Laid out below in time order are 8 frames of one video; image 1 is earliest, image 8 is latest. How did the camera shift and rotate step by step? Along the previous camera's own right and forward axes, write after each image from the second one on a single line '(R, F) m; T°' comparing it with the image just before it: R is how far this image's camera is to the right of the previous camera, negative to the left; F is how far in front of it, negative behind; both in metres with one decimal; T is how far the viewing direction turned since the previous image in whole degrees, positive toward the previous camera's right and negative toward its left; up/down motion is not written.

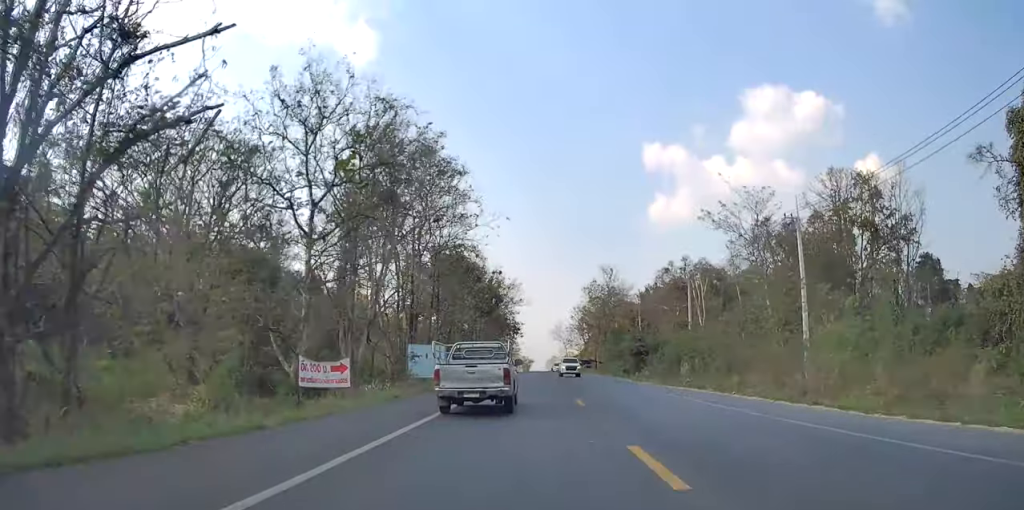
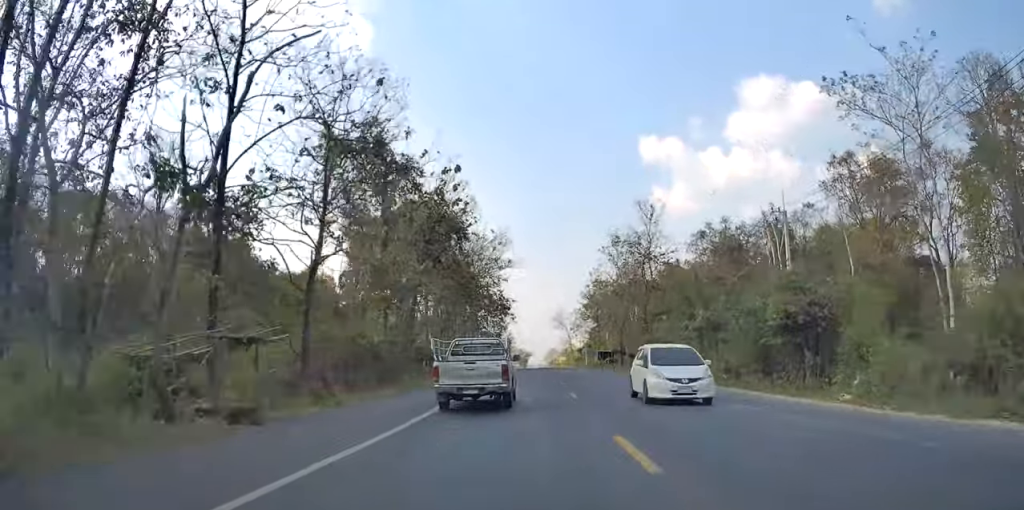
(0.0, +35.1) m; 0°
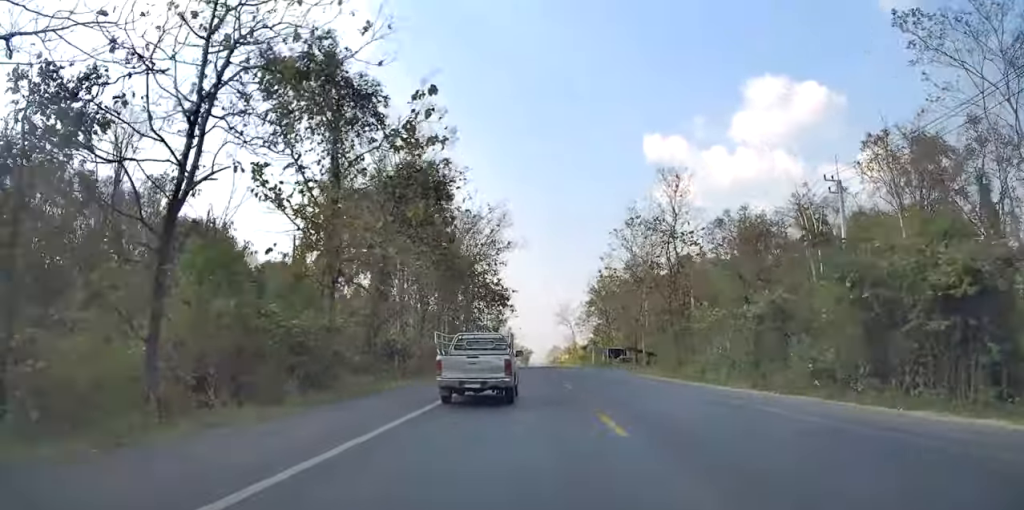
(0.0, +9.8) m; 0°
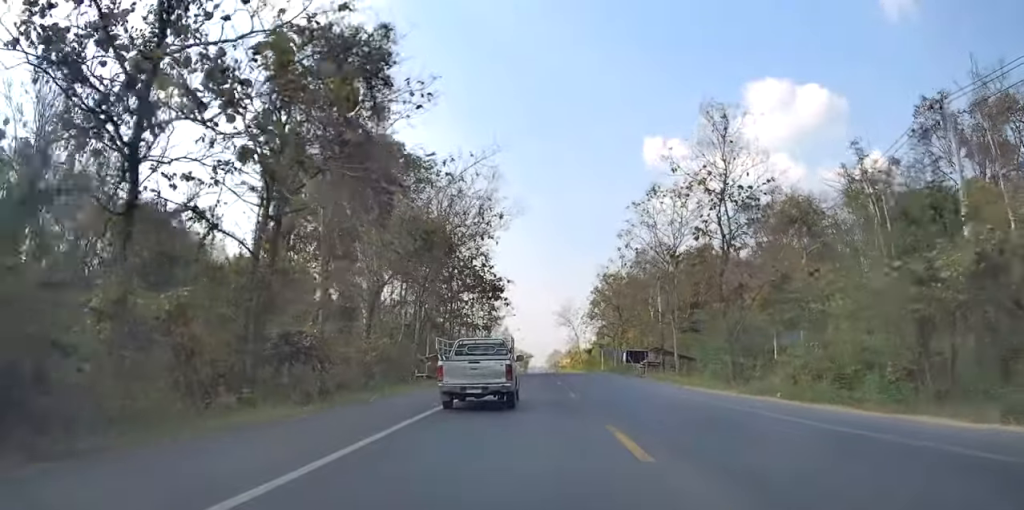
(0.0, +13.5) m; 0°
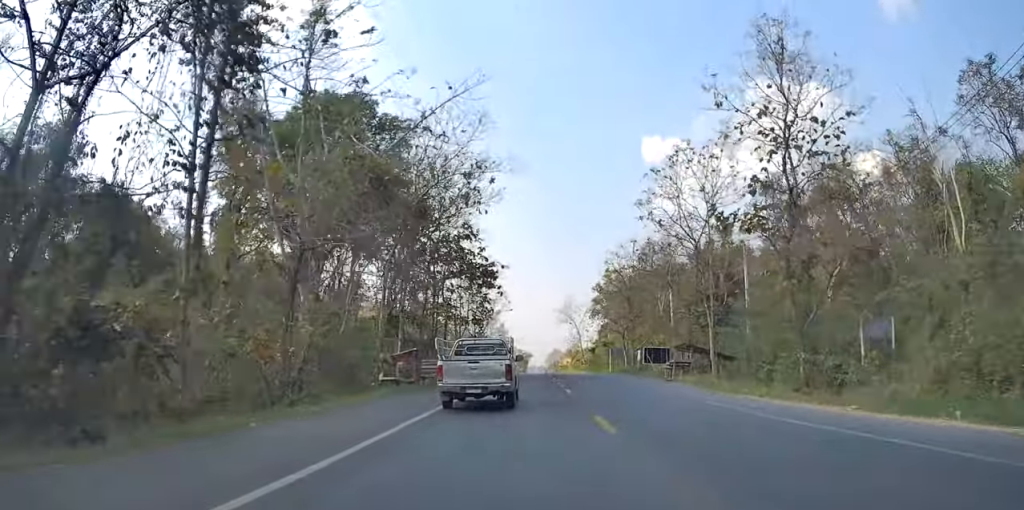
(0.0, +9.6) m; 0°
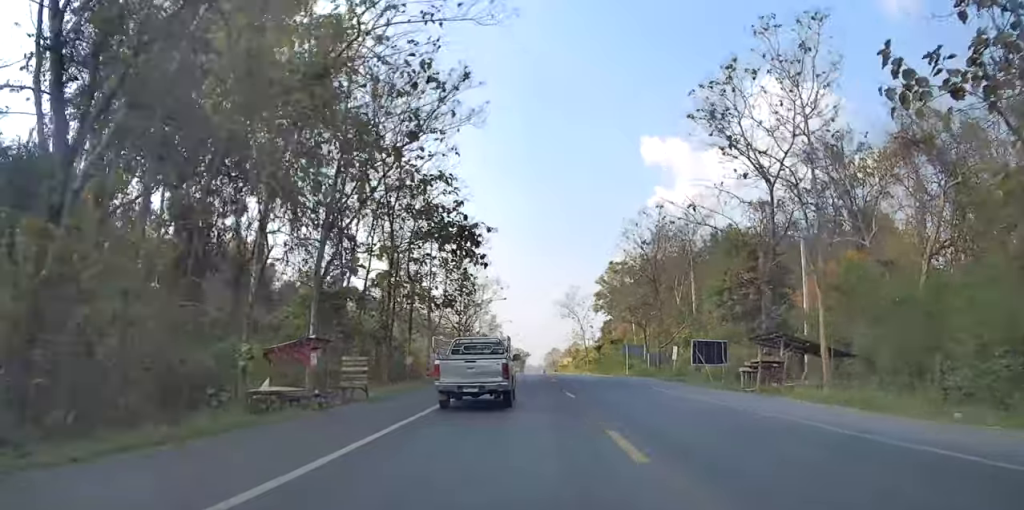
(0.0, +15.1) m; 0°
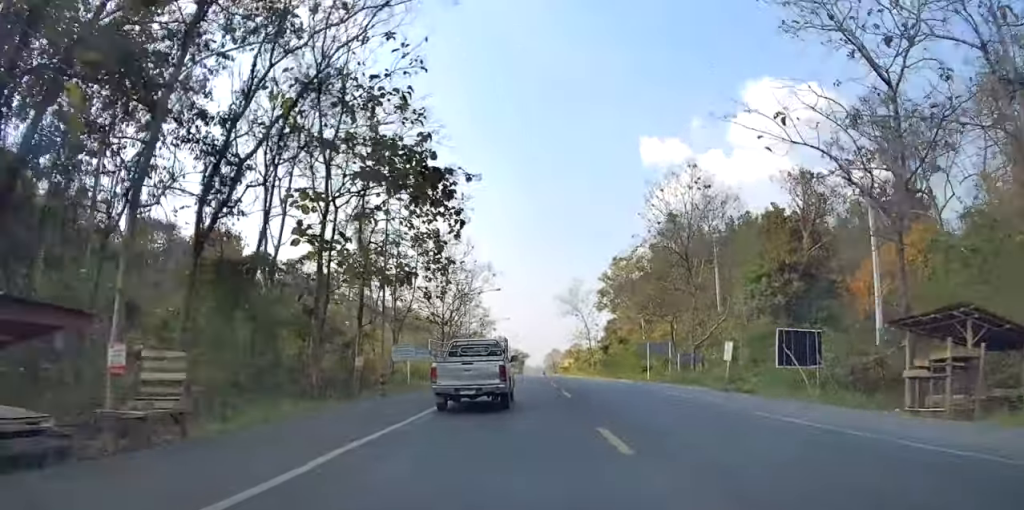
(-0.1, +11.7) m; 0°
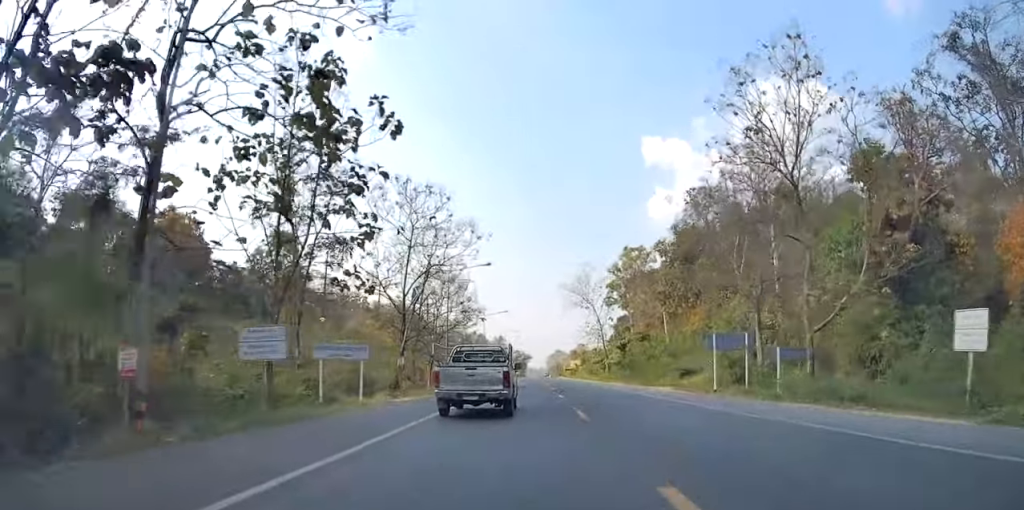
(+0.1, +16.2) m; 0°
